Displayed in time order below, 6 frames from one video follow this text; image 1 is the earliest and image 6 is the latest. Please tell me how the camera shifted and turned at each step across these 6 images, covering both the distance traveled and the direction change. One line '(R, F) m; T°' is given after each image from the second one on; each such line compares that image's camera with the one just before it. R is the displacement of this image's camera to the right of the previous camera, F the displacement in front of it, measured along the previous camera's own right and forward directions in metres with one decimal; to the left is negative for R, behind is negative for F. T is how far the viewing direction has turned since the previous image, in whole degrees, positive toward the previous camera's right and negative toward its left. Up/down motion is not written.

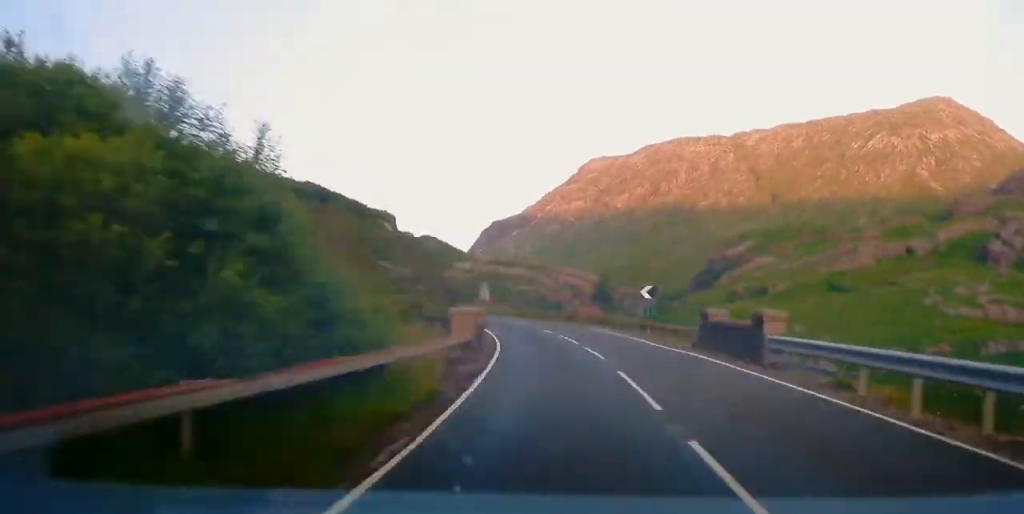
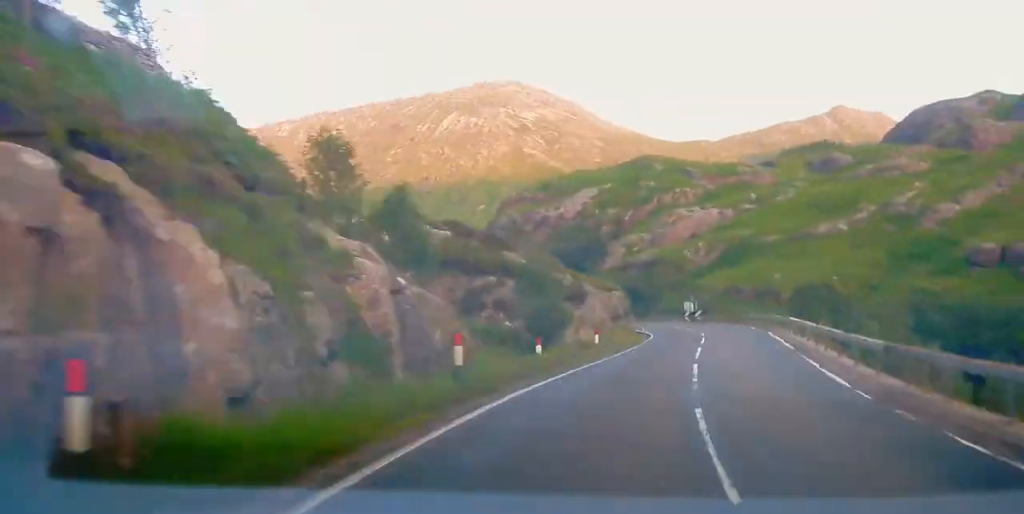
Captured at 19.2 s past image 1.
(+36.0, +266.9) m; +30°
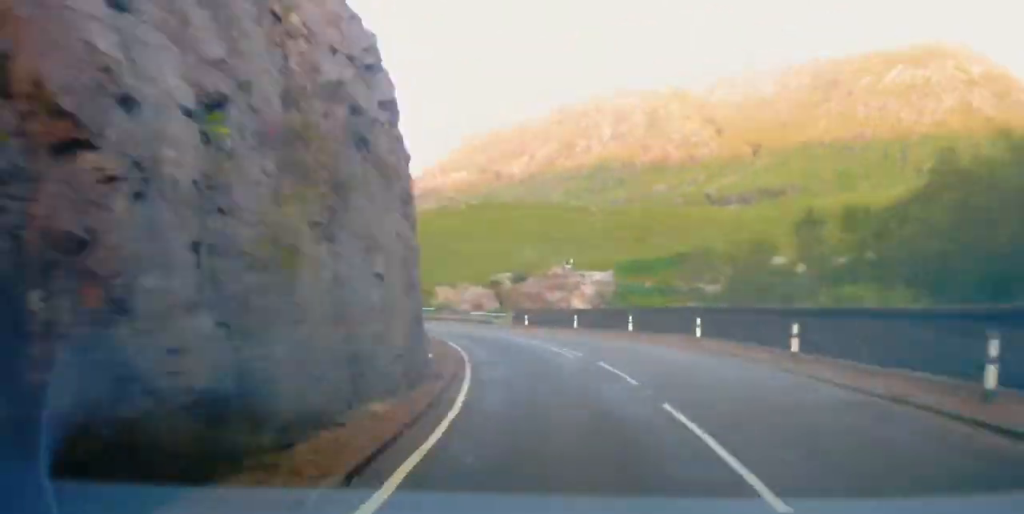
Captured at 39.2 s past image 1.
(-27.8, +291.8) m; -40°
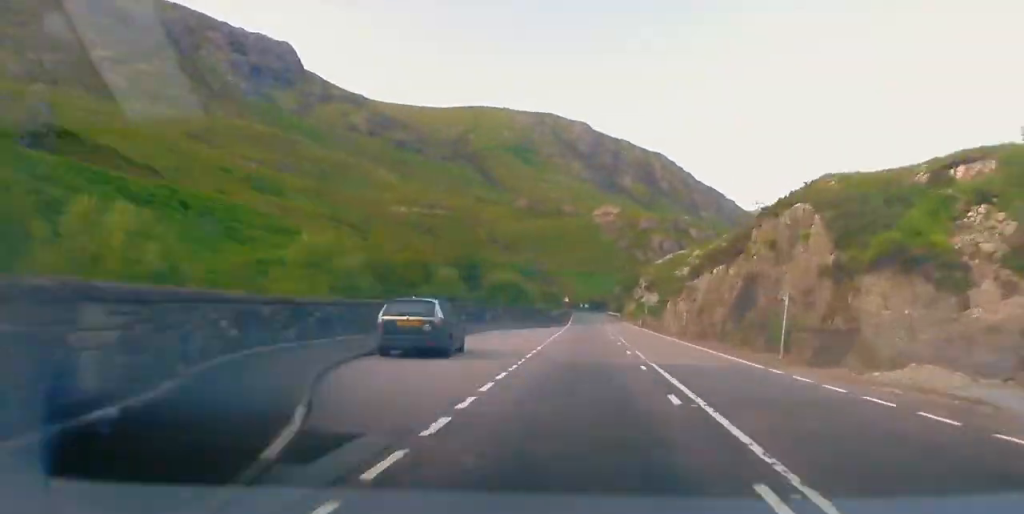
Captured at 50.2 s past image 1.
(-86.2, +134.0) m; -37°
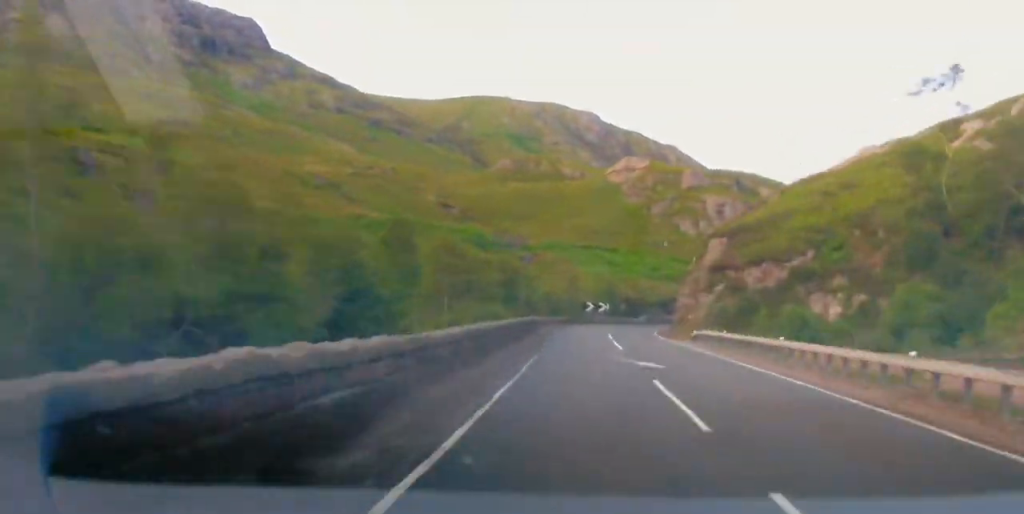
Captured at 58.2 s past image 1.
(-5.0, +119.8) m; +15°
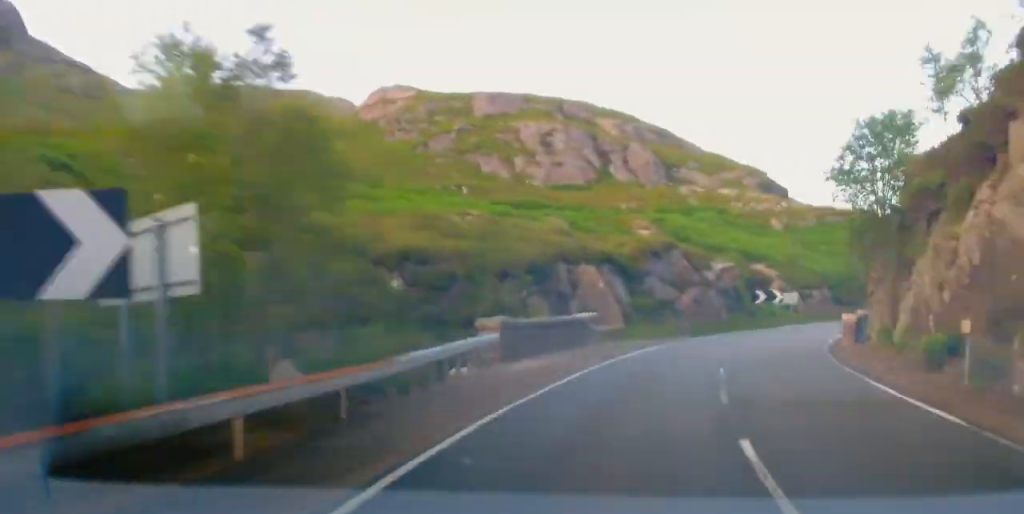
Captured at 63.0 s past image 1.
(-7.8, +68.4) m; +23°
